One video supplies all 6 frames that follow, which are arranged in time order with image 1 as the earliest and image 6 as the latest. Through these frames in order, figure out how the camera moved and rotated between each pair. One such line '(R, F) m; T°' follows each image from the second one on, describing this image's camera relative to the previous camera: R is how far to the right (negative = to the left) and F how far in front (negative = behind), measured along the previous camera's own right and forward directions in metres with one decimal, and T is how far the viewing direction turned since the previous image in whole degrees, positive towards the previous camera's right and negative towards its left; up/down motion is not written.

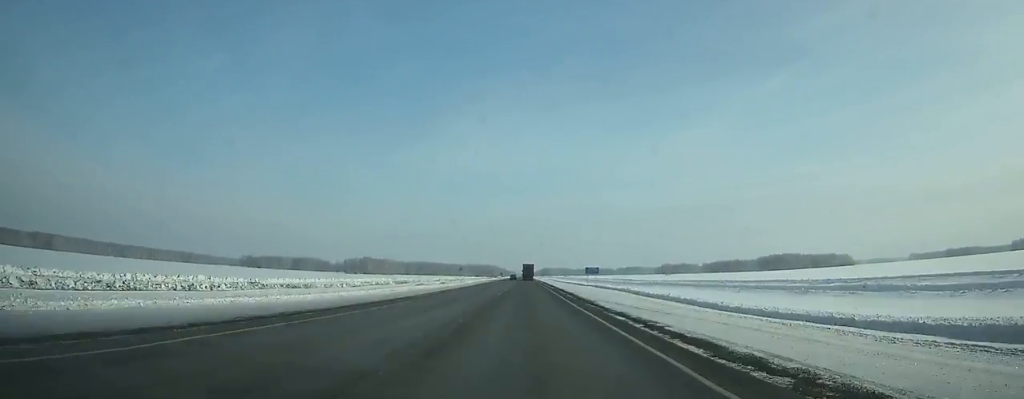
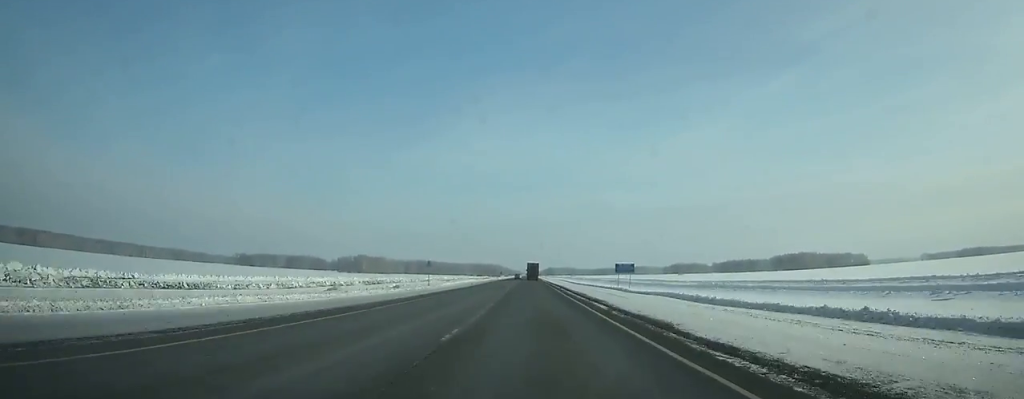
(0.0, +37.2) m; 0°
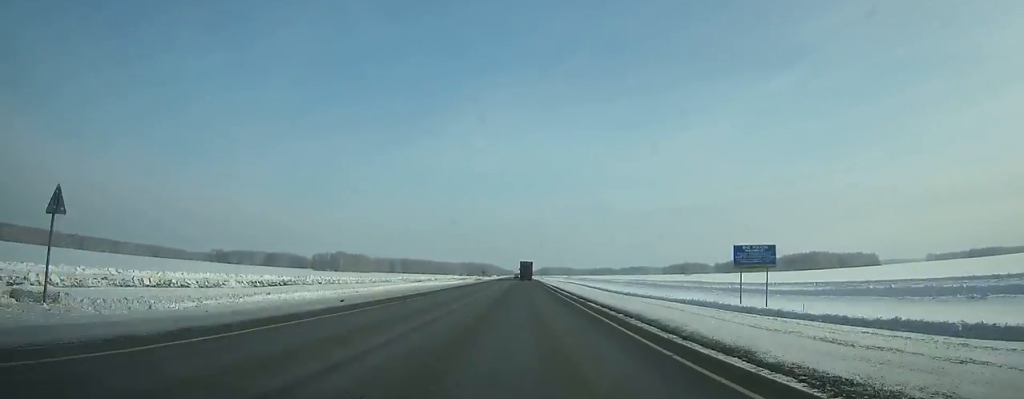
(0.0, +54.1) m; 0°
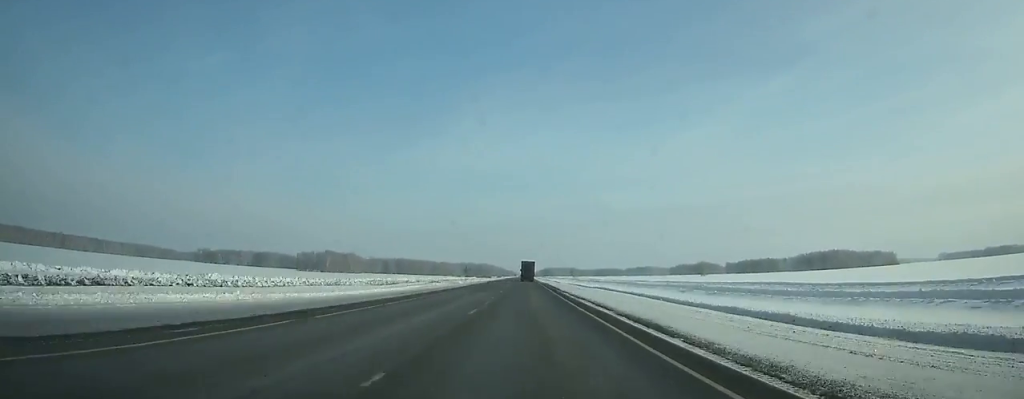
(-0.1, +44.5) m; 0°
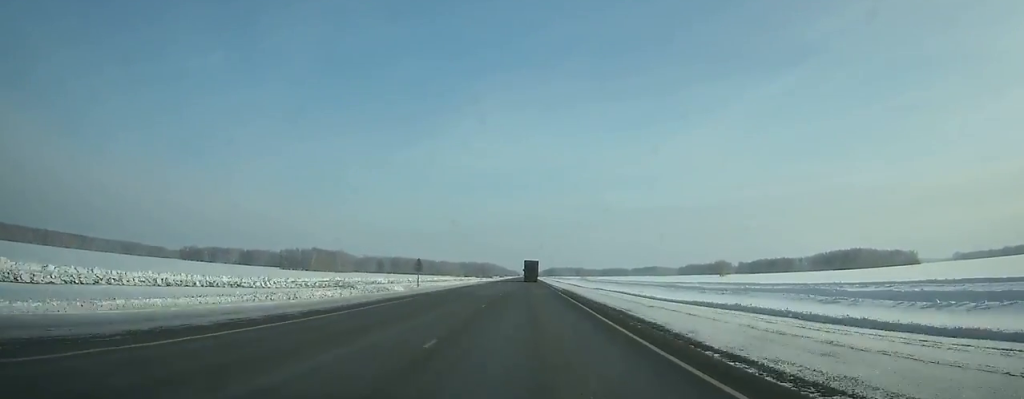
(0.0, +44.4) m; 0°
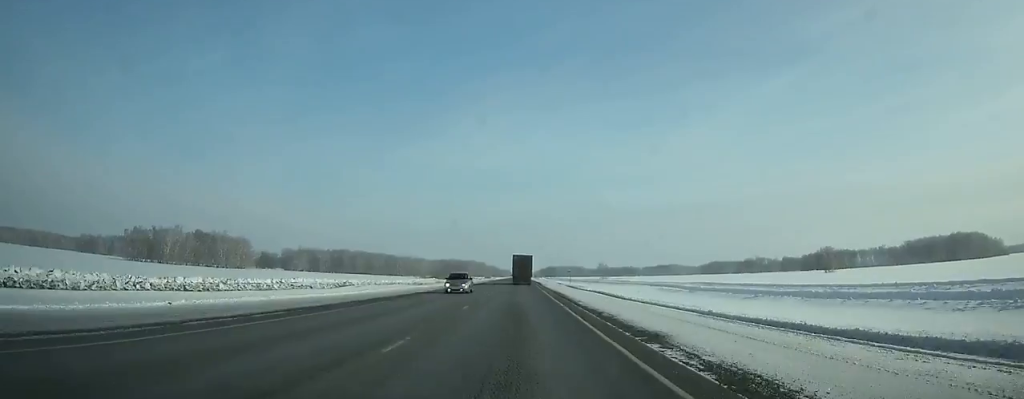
(+0.4, +192.0) m; 0°
